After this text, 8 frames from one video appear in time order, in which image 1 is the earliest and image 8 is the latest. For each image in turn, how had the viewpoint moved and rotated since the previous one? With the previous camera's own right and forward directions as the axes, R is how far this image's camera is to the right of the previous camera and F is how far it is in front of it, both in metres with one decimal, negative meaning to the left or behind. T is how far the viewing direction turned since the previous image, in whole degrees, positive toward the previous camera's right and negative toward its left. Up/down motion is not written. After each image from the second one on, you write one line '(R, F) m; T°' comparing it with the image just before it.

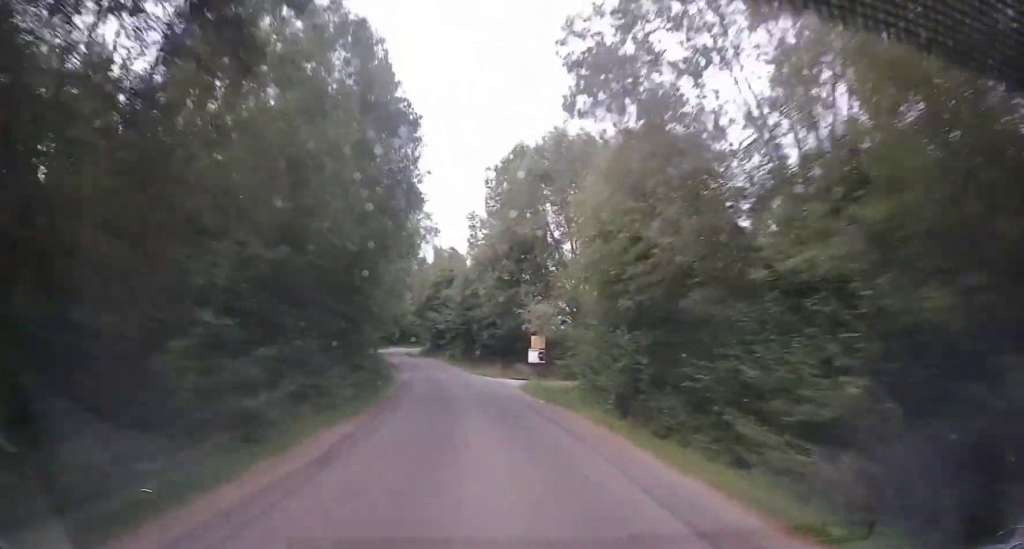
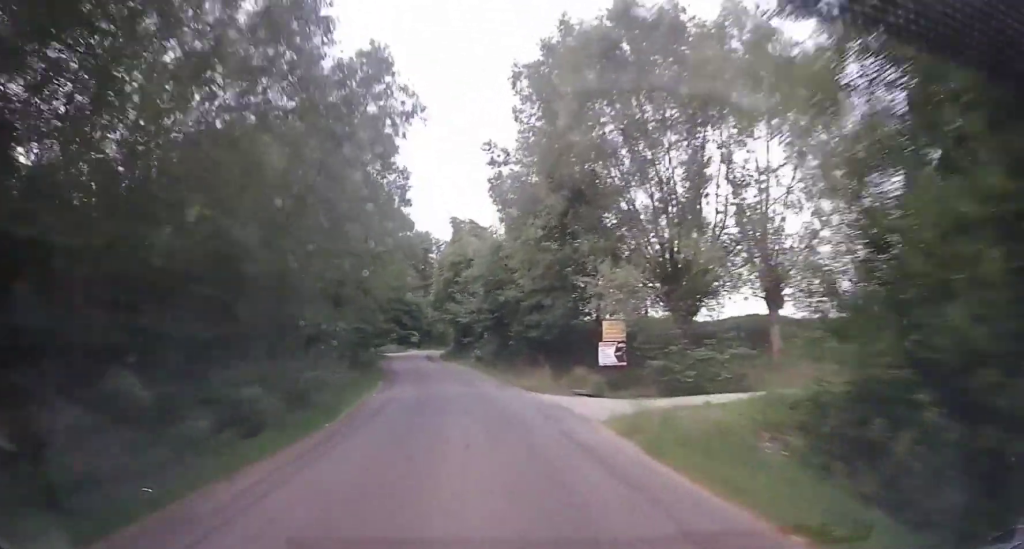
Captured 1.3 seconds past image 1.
(+0.1, +15.9) m; -2°
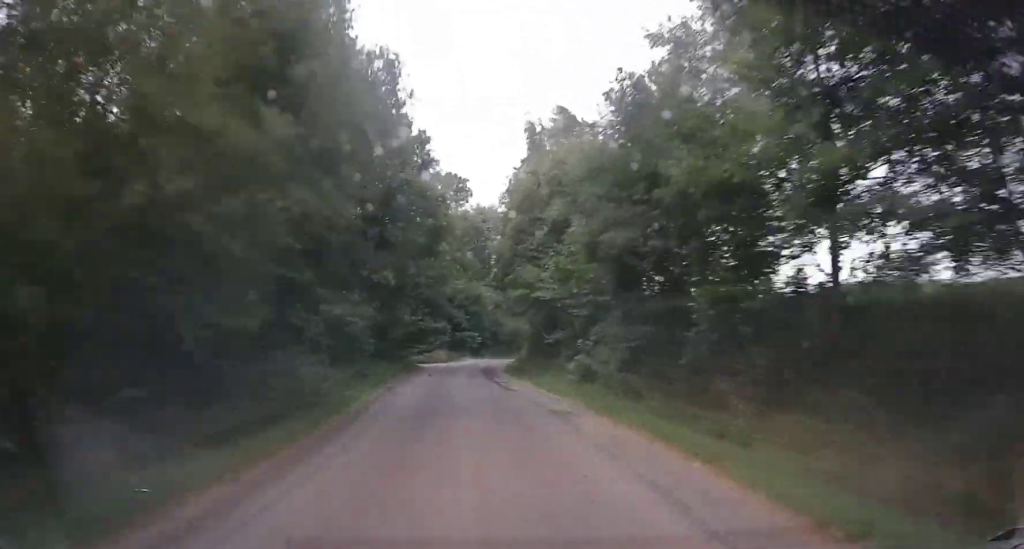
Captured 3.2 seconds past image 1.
(-2.8, +22.1) m; -12°
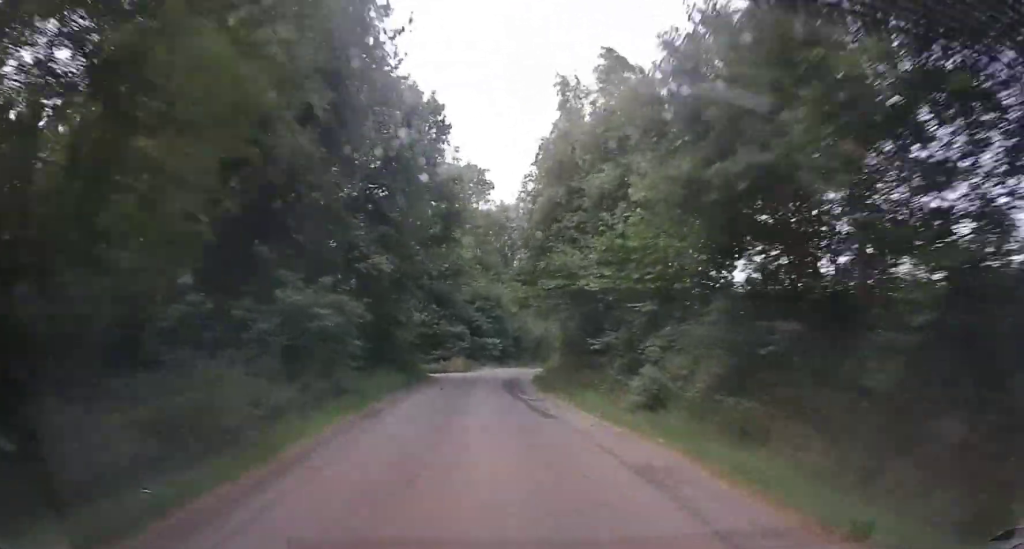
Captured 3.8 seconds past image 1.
(+0.1, +5.9) m; 0°
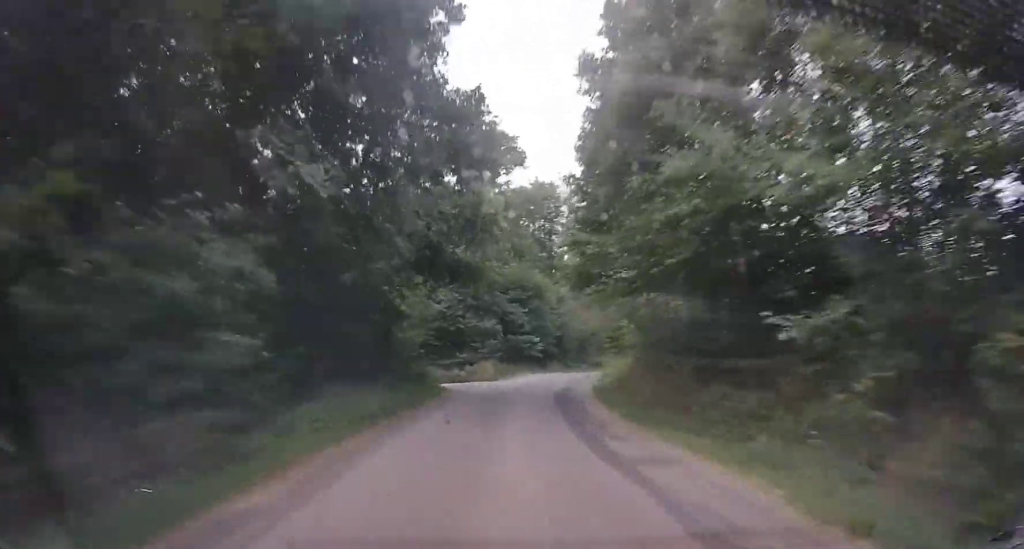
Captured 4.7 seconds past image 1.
(-0.1, +10.1) m; 0°
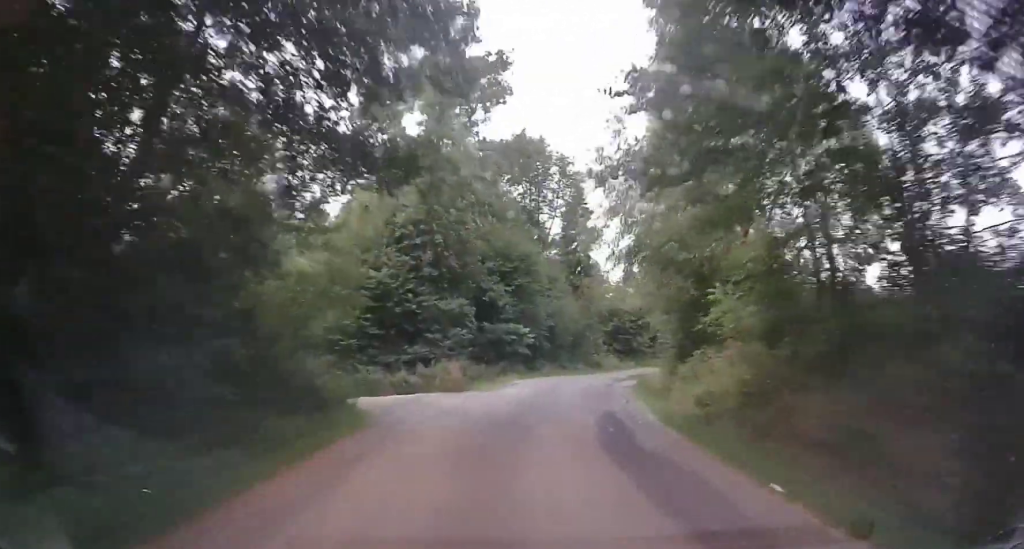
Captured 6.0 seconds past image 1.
(+0.2, +12.6) m; +1°
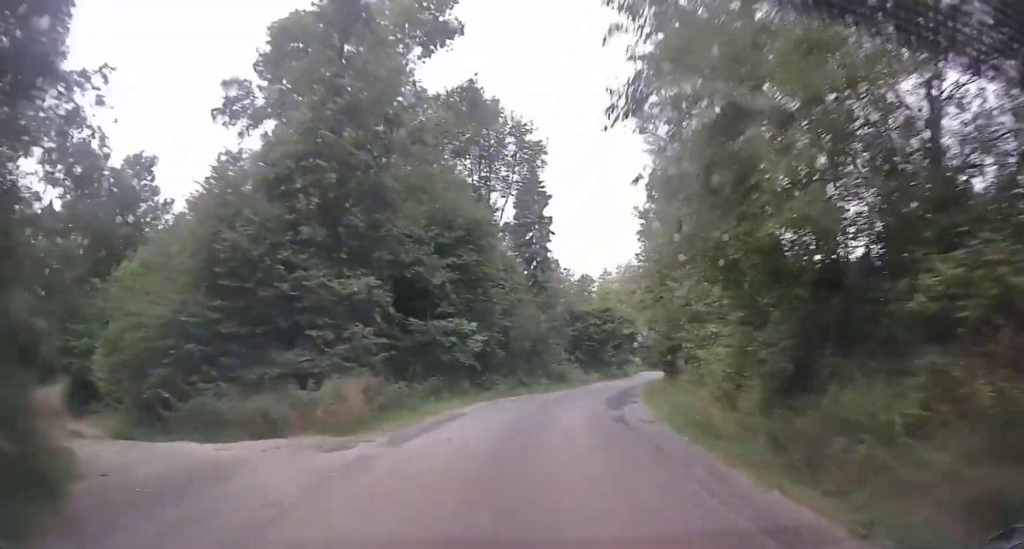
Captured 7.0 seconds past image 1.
(0.0, +9.6) m; +2°
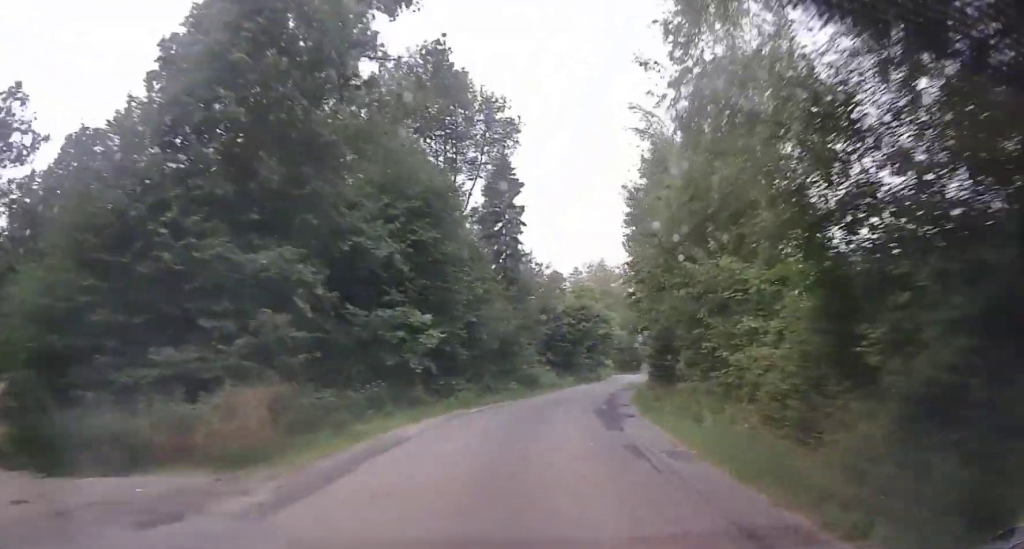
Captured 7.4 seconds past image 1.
(+0.2, +4.2) m; +1°
